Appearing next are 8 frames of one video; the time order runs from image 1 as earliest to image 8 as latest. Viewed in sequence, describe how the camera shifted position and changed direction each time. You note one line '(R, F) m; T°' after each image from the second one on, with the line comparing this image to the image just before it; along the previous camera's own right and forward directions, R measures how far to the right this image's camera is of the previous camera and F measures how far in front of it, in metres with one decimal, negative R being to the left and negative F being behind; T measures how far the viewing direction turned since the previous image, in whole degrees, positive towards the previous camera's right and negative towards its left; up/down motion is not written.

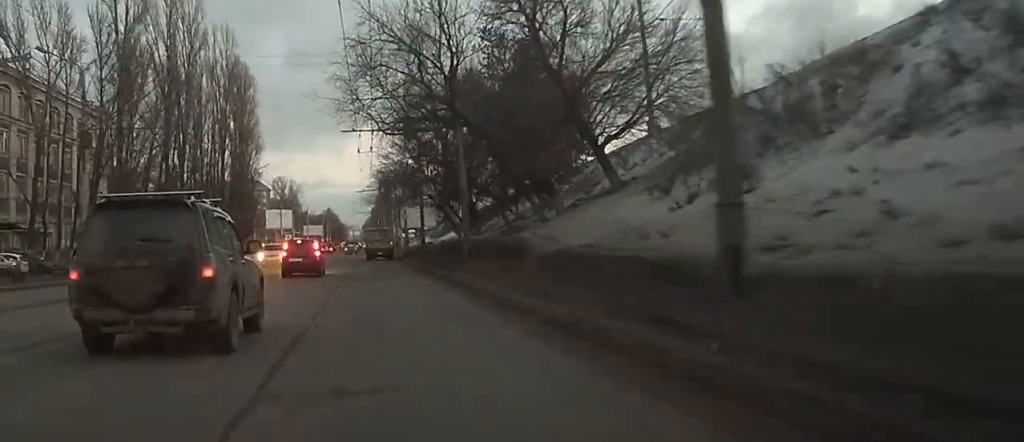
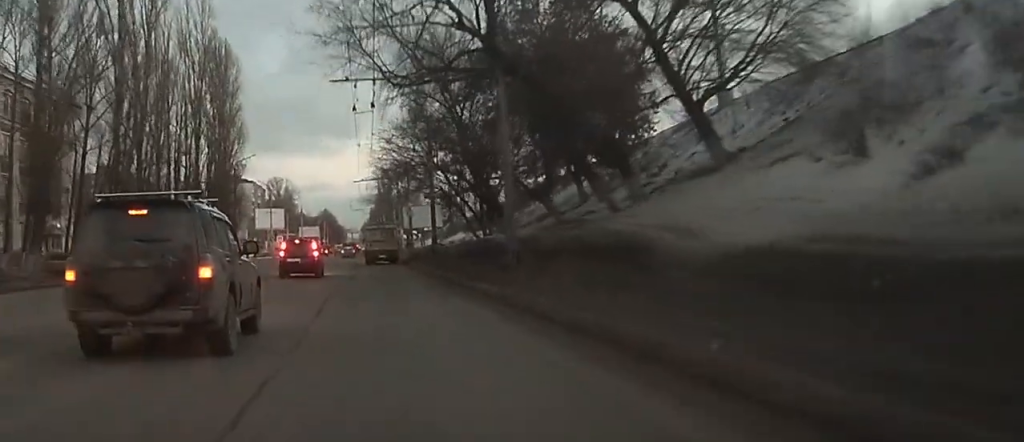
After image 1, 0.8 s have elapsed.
(0.0, +13.3) m; 0°
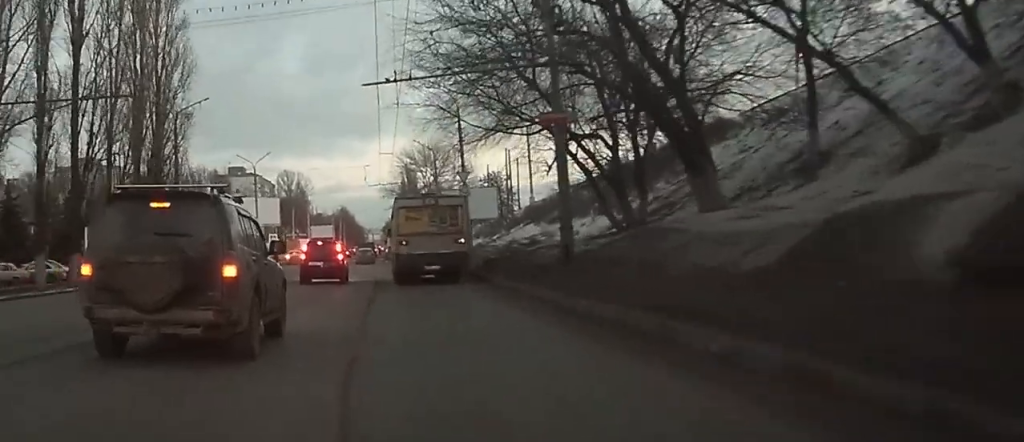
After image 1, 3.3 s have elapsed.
(0.0, +38.0) m; 0°
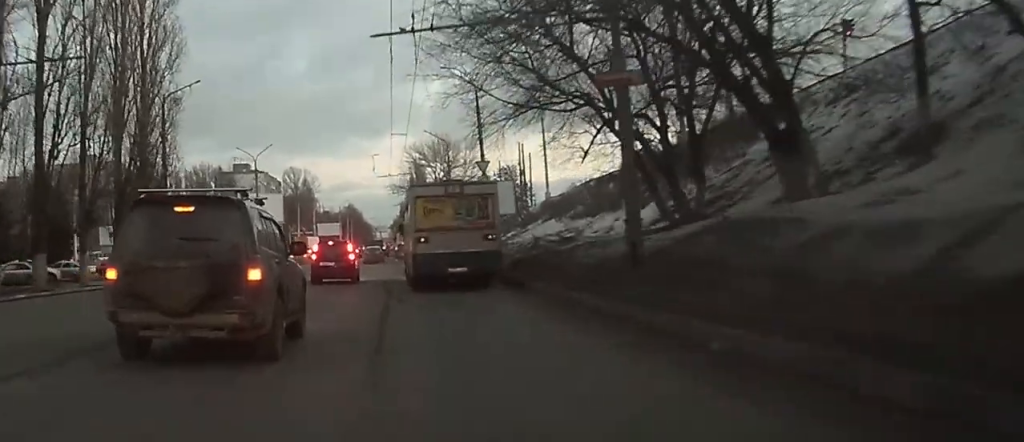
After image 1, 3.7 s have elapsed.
(0.0, +5.9) m; 0°
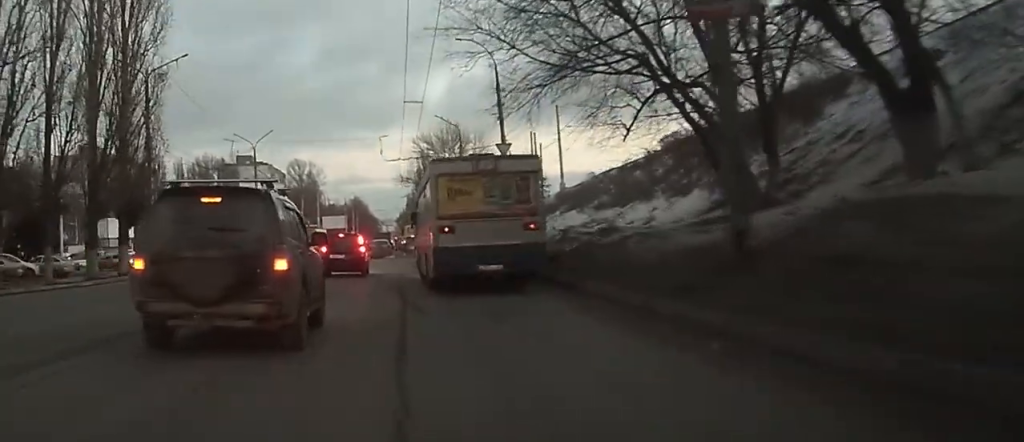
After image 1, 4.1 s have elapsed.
(0.0, +5.8) m; 0°
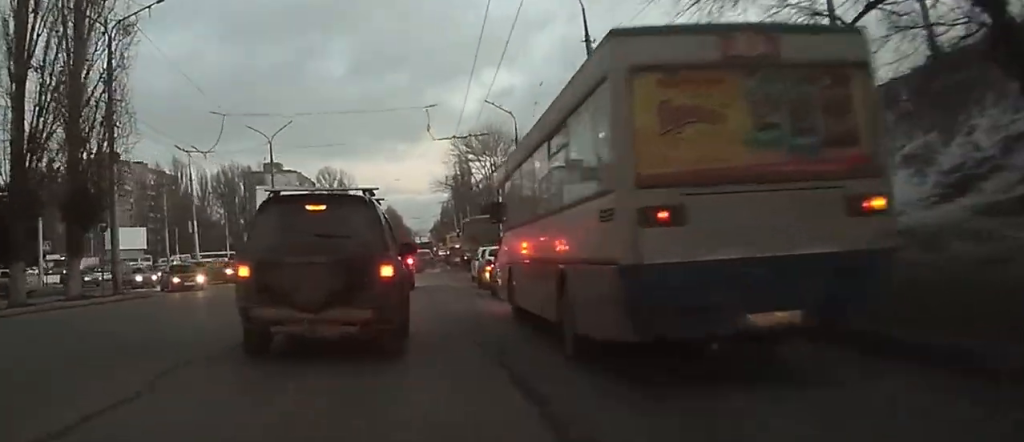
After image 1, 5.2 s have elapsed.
(-0.1, +13.4) m; 0°
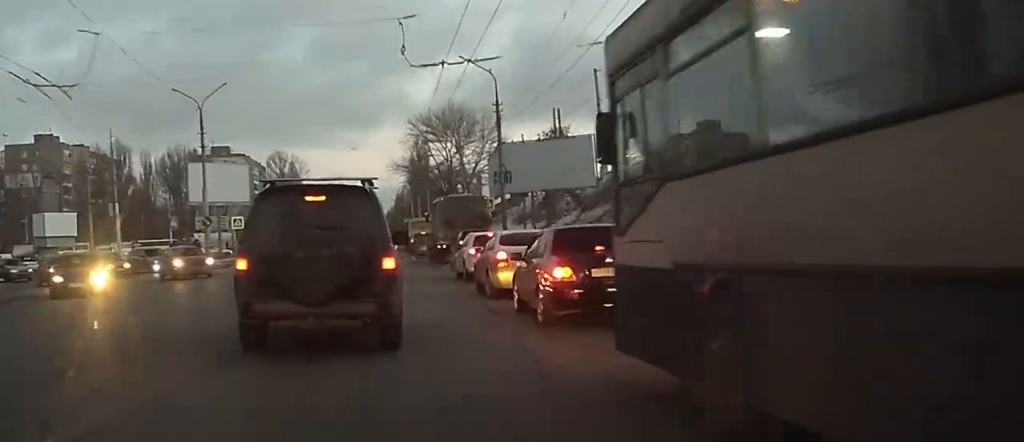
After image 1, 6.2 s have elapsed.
(0.0, +11.7) m; +1°
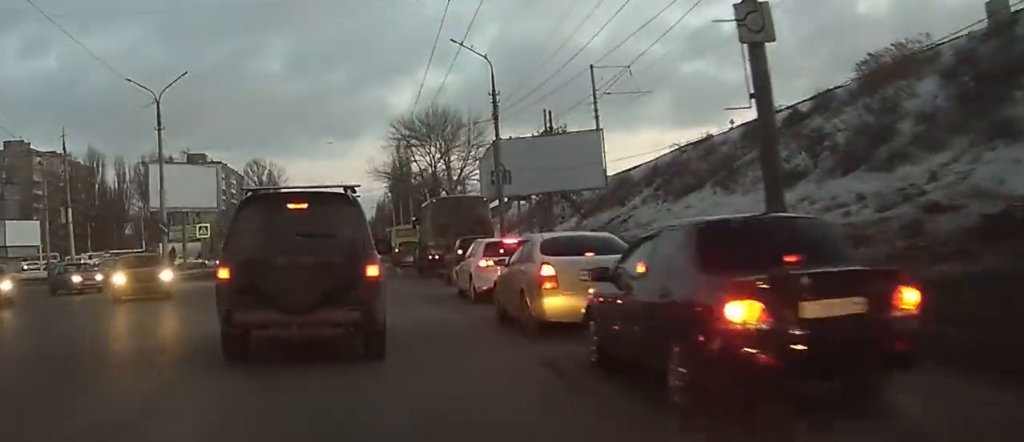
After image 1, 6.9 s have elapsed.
(+0.1, +6.9) m; +1°
